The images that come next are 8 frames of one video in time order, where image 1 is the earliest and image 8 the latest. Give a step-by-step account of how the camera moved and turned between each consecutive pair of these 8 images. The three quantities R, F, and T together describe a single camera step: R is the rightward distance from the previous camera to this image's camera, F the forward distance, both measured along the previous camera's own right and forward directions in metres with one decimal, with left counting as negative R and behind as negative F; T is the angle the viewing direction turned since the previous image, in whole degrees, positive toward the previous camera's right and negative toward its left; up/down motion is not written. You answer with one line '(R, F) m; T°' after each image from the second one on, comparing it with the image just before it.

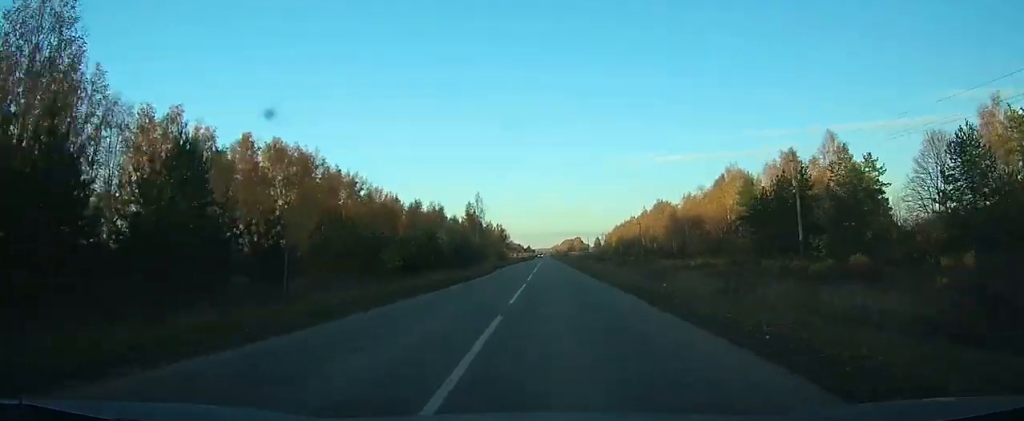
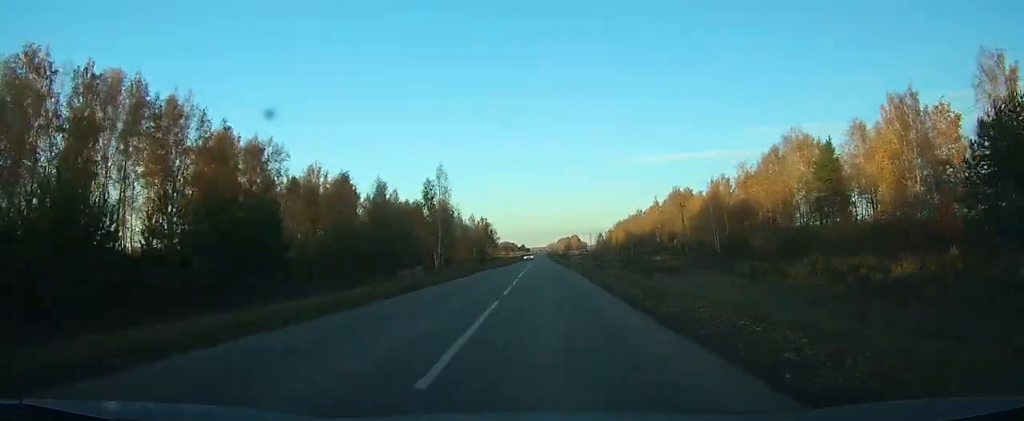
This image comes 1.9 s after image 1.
(0.0, +43.6) m; 0°
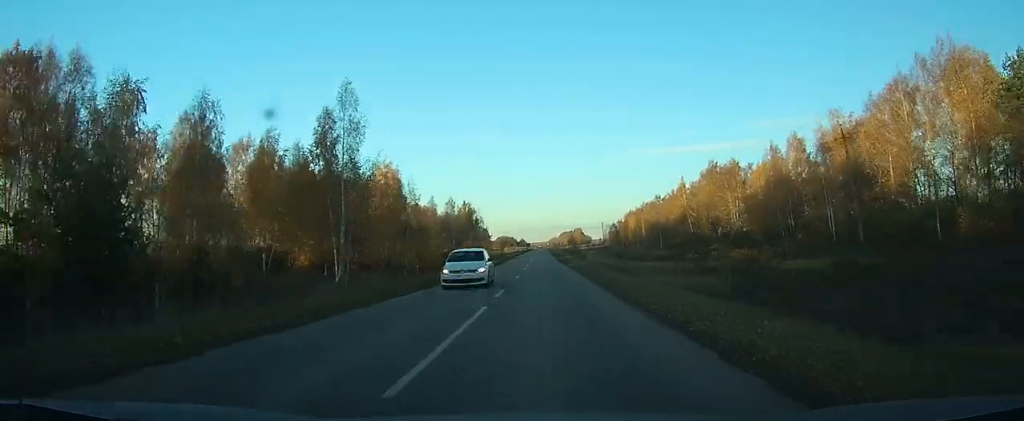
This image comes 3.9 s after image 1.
(0.0, +50.0) m; 0°
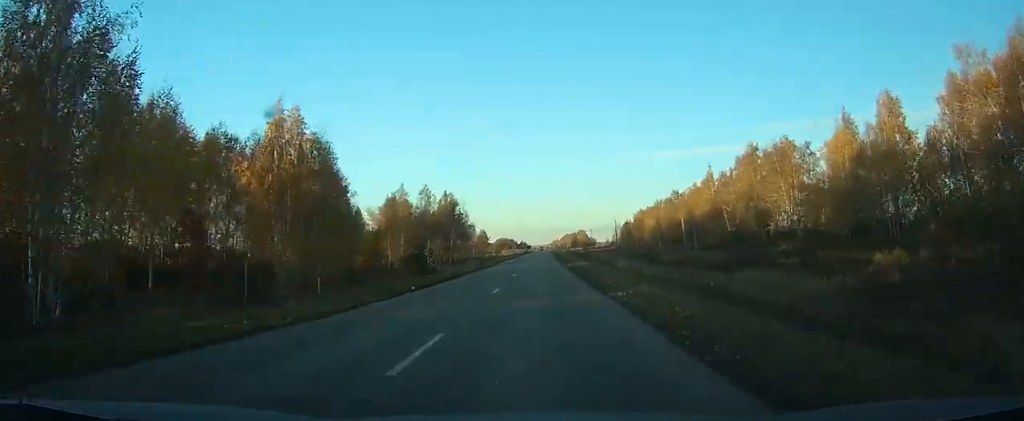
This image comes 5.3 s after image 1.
(0.0, +34.8) m; 0°
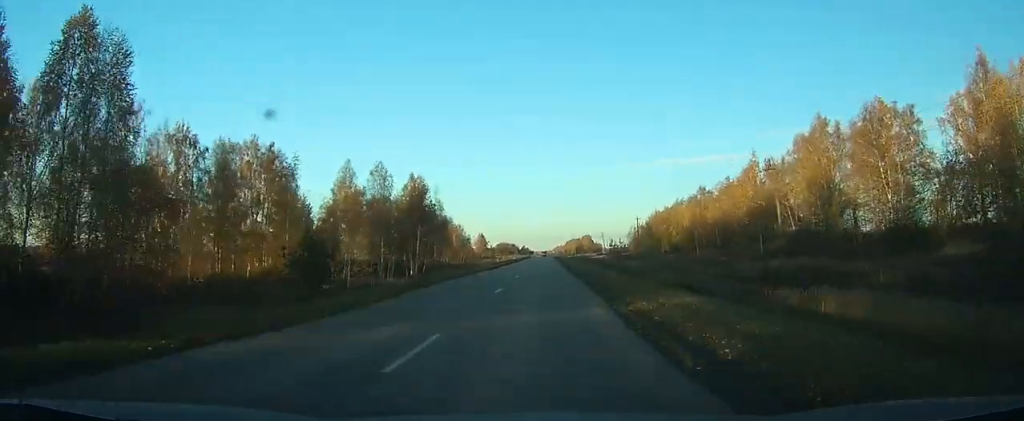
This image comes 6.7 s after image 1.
(0.0, +35.5) m; 0°
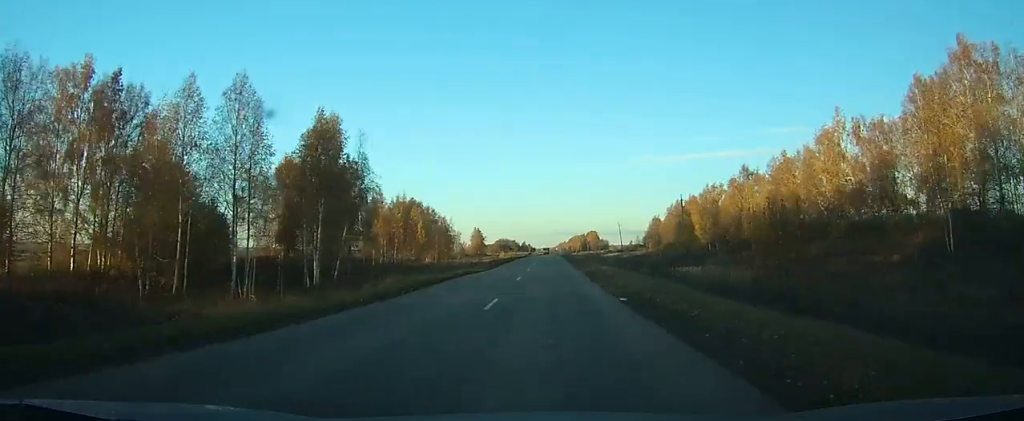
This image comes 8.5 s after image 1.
(-0.1, +40.4) m; 0°
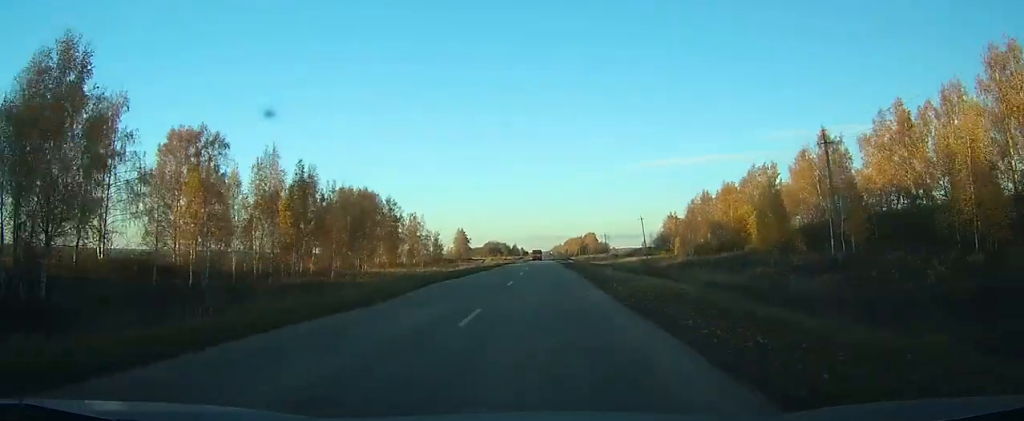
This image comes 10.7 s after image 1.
(+0.1, +48.8) m; 0°
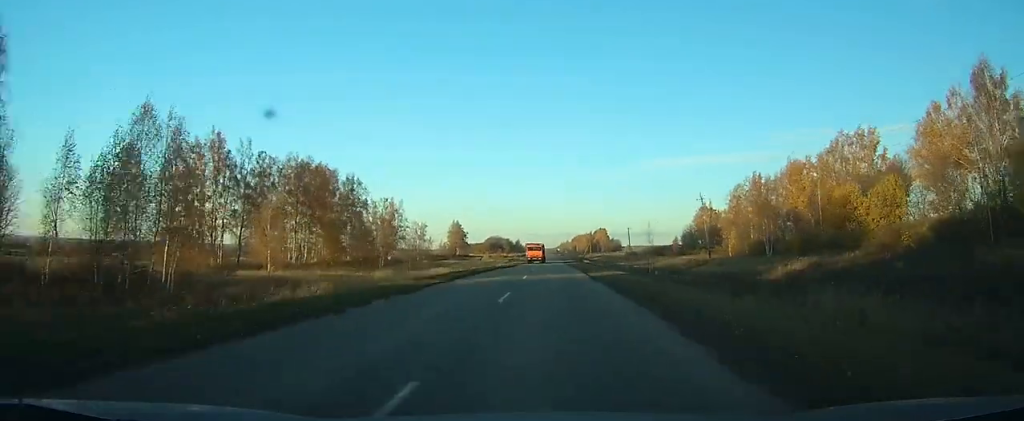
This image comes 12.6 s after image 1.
(+0.1, +43.4) m; 0°
